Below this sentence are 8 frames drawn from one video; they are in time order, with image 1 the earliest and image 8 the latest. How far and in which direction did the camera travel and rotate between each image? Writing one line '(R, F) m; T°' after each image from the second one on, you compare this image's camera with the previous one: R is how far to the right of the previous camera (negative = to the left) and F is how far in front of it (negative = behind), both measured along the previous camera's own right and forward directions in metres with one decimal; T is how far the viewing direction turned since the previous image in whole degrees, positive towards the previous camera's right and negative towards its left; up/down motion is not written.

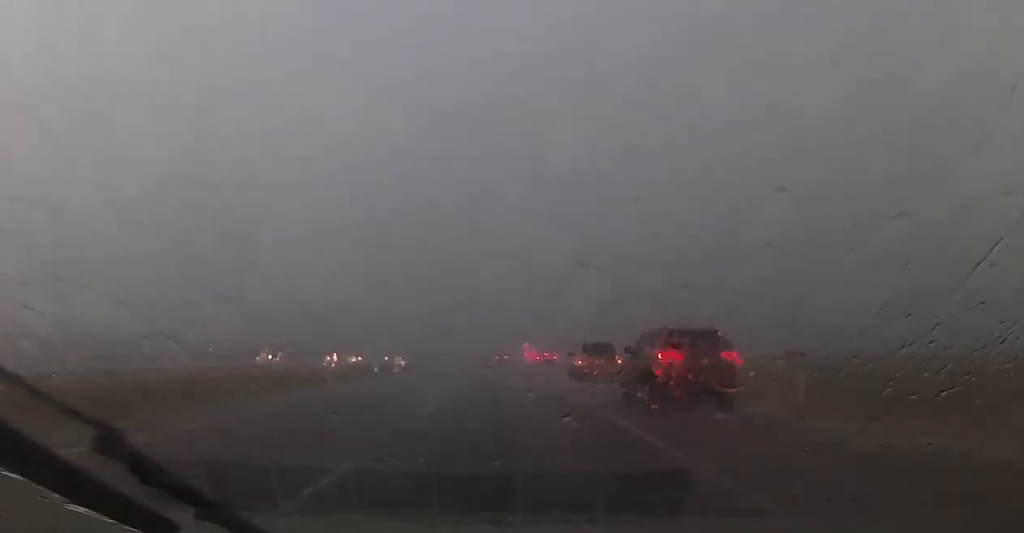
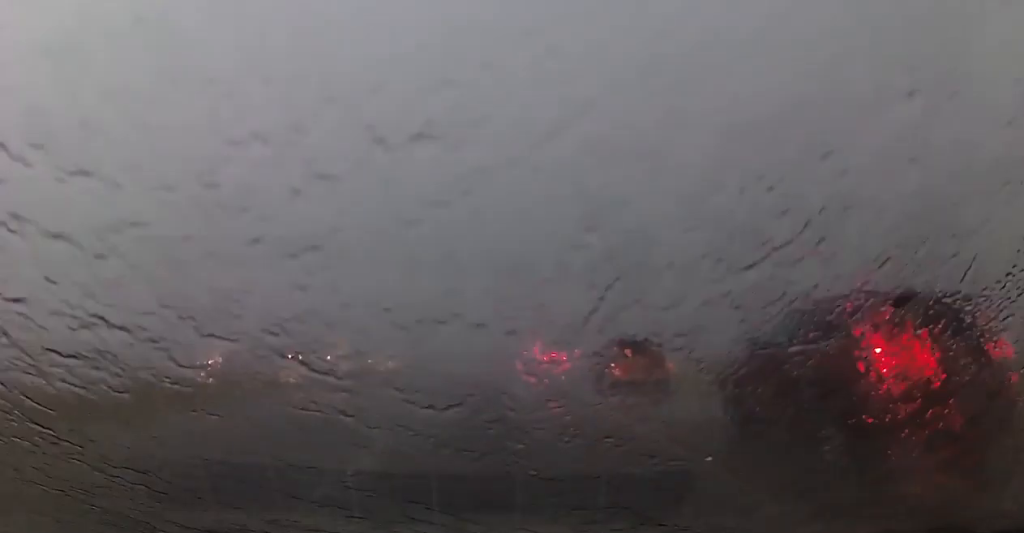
(0.0, +8.3) m; +1°
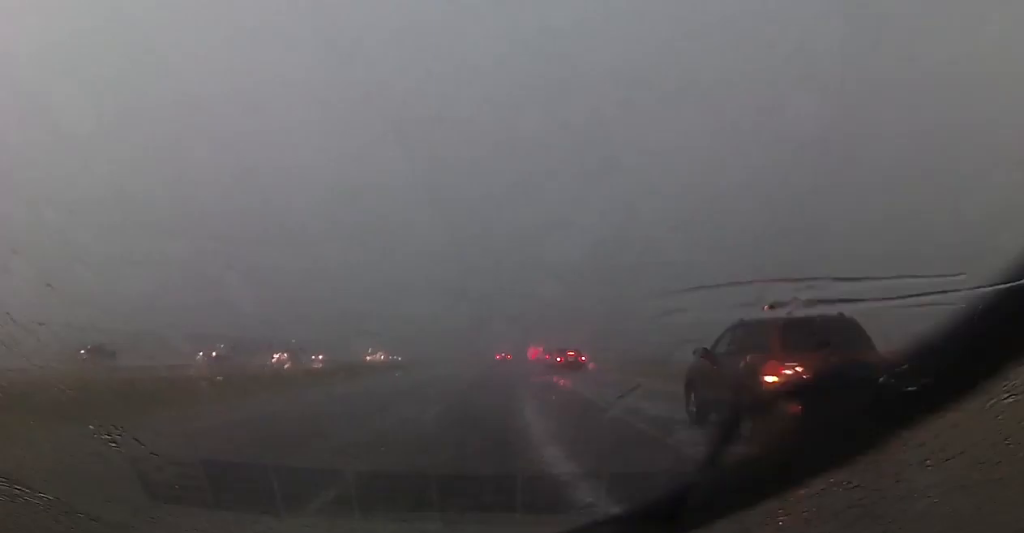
(+0.4, +11.3) m; +1°
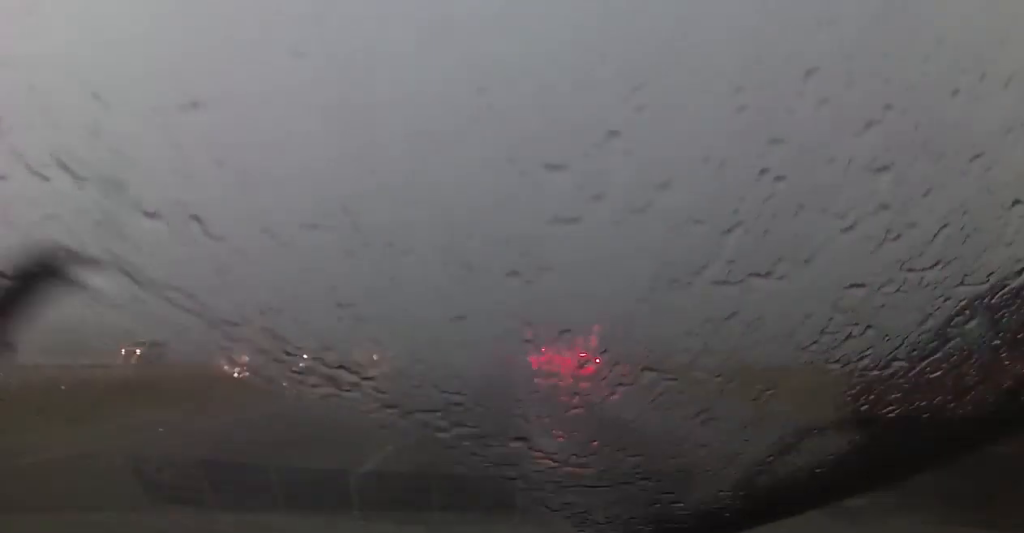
(0.0, +5.8) m; -1°
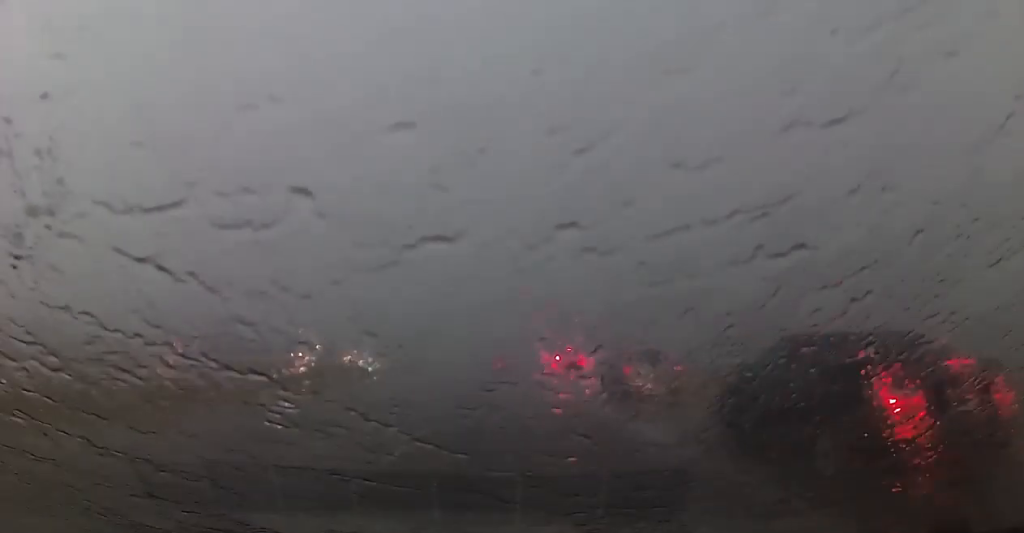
(0.0, +27.0) m; +1°
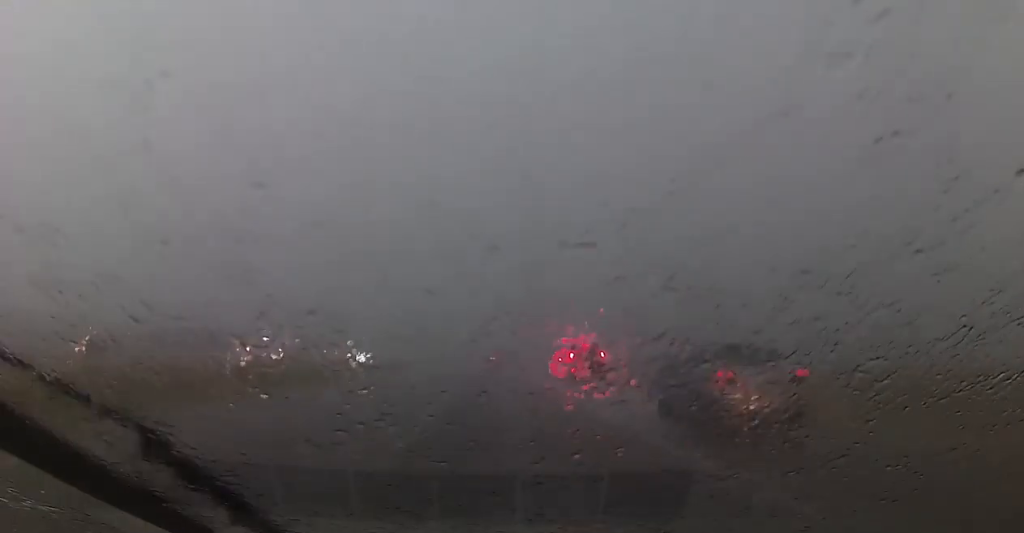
(-0.1, +8.9) m; -1°
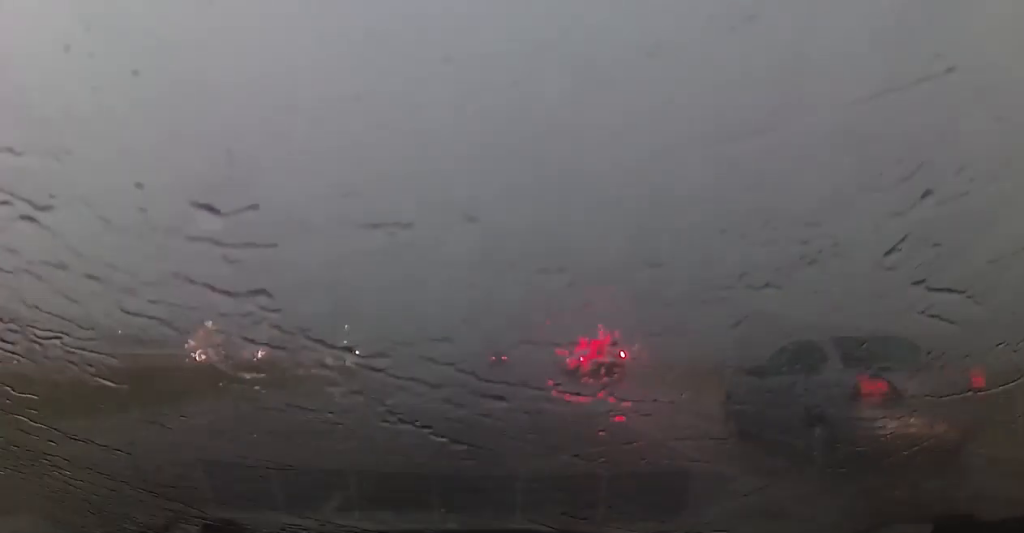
(-0.1, +5.1) m; -1°
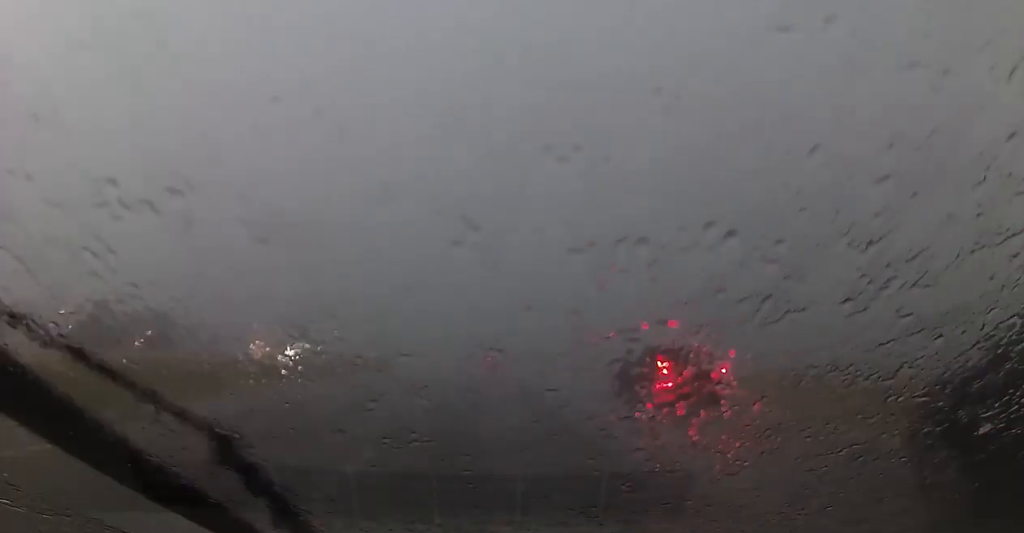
(-0.1, +25.5) m; 0°
